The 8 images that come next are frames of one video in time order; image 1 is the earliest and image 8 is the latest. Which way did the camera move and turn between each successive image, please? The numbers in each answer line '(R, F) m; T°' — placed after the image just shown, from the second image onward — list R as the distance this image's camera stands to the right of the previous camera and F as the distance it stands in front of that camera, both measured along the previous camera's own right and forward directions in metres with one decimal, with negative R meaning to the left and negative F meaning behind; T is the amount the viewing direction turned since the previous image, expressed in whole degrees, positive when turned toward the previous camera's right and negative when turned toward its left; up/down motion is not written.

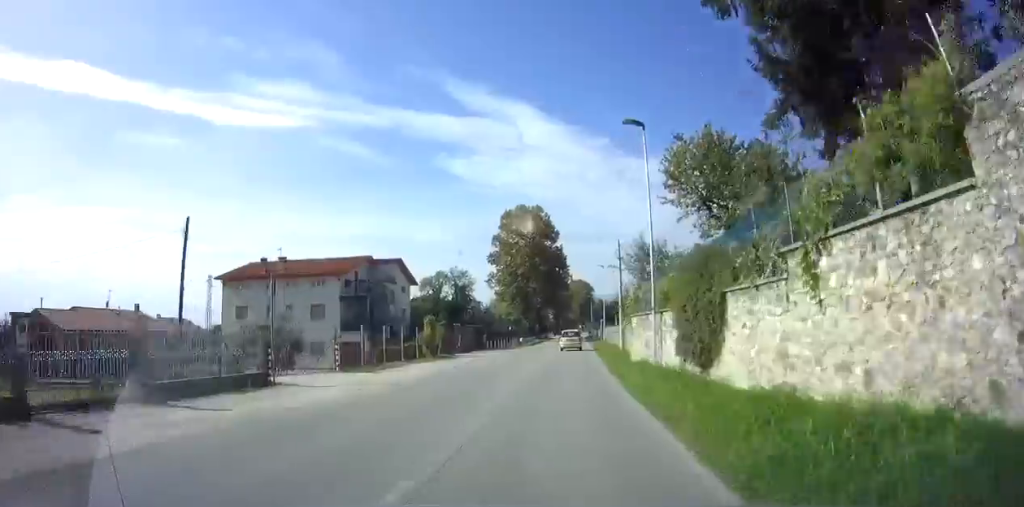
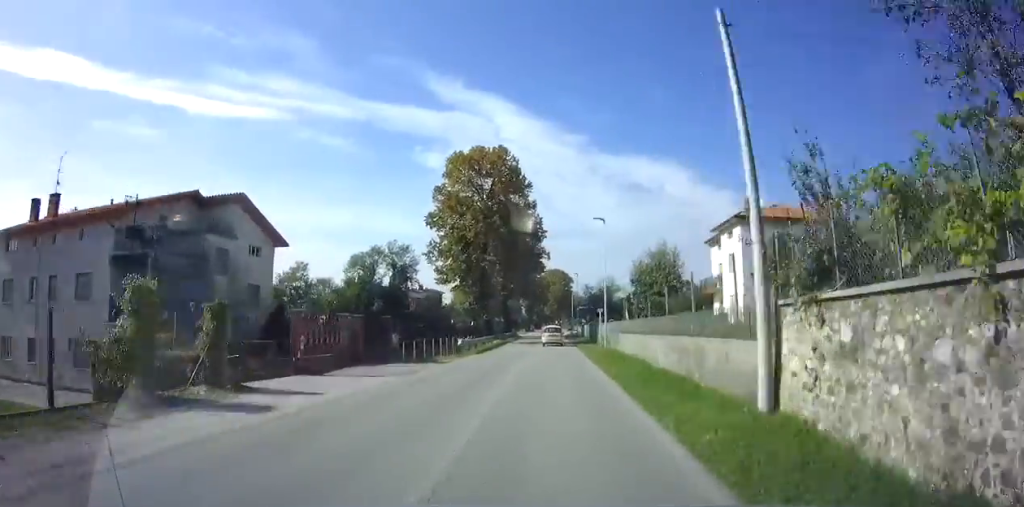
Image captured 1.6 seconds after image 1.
(+1.8, +22.4) m; +8°
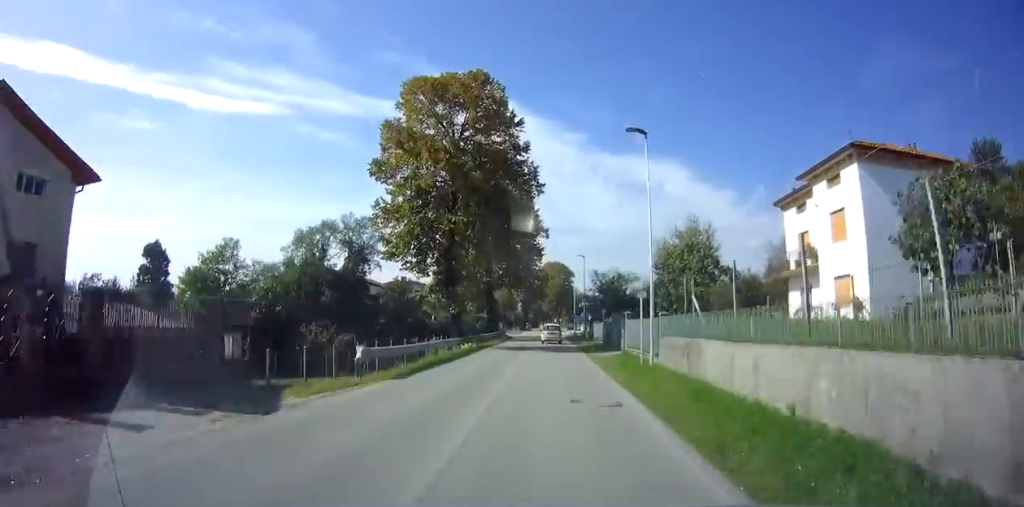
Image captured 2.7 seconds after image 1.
(+0.5, +15.7) m; +2°
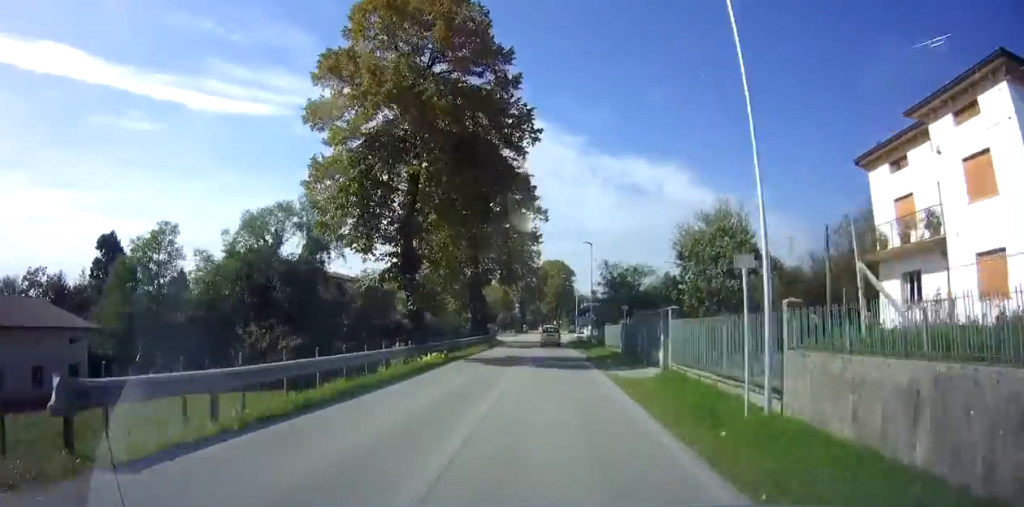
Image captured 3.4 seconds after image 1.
(0.0, +9.5) m; 0°
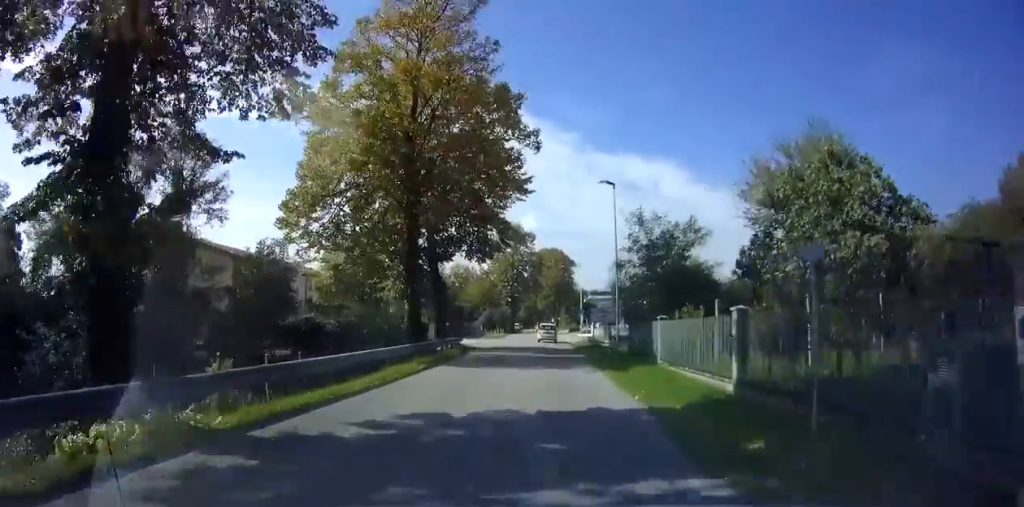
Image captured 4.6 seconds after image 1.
(0.0, +17.2) m; 0°
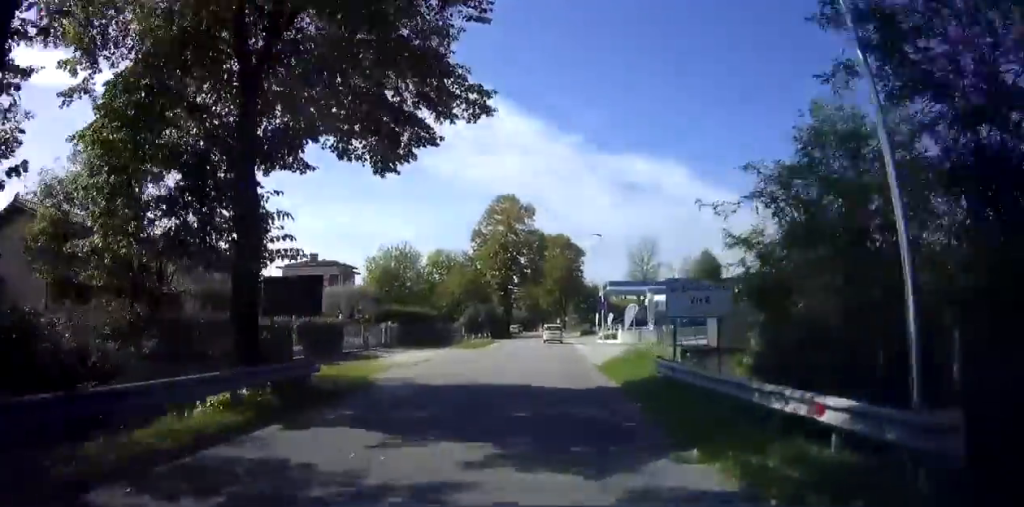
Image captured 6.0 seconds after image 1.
(+0.1, +20.3) m; +1°
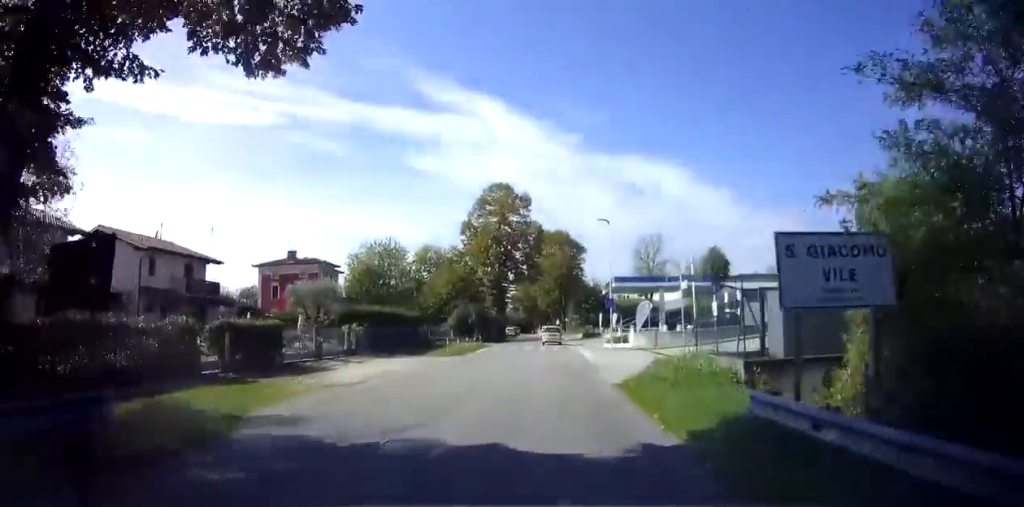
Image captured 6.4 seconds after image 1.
(0.0, +6.8) m; 0°
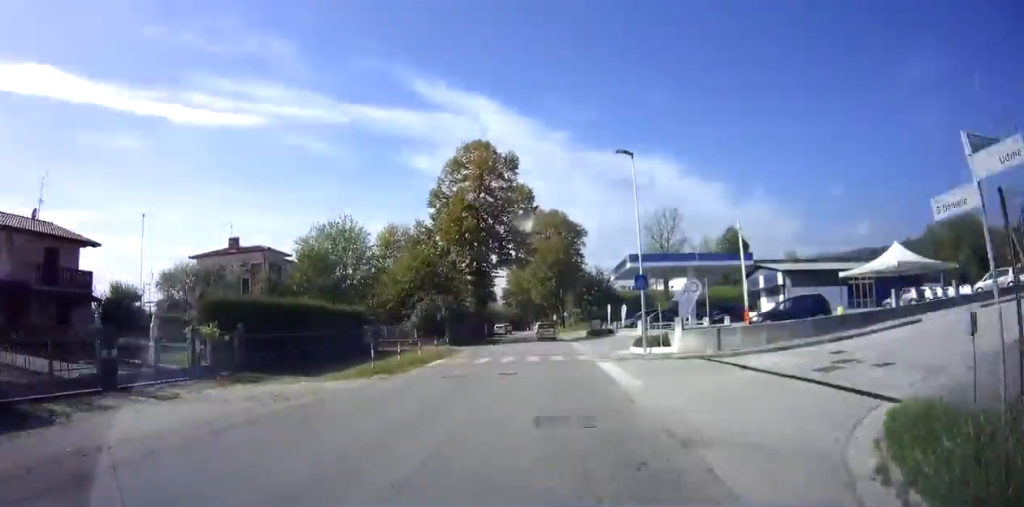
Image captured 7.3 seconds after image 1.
(0.0, +13.0) m; 0°
